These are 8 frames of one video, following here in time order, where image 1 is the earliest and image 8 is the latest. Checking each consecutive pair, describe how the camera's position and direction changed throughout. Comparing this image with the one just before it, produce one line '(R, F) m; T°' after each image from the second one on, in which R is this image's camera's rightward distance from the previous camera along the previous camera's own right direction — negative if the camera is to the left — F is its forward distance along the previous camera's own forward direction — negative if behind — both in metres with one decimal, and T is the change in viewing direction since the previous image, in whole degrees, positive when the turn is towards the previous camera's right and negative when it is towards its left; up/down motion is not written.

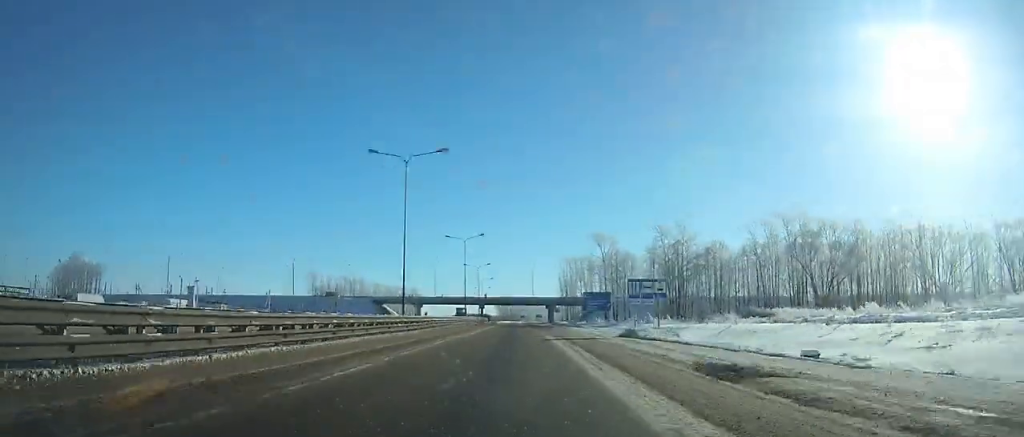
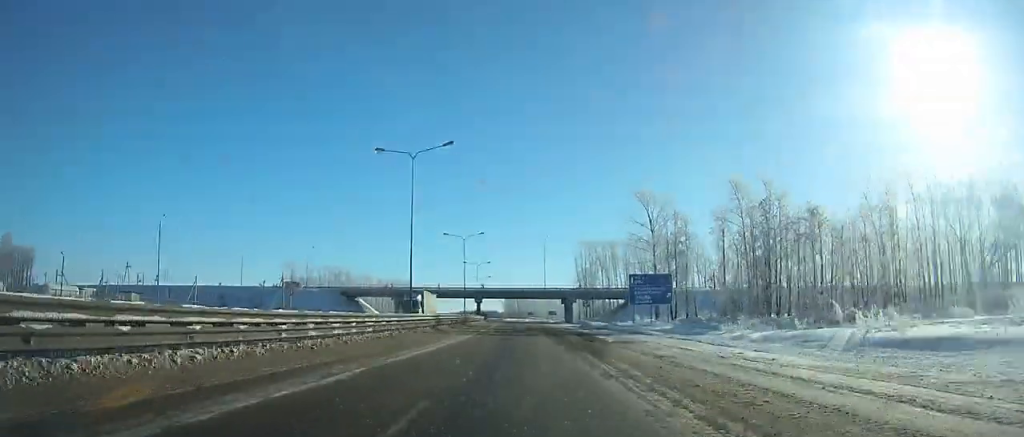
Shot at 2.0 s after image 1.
(-0.3, +37.8) m; 0°
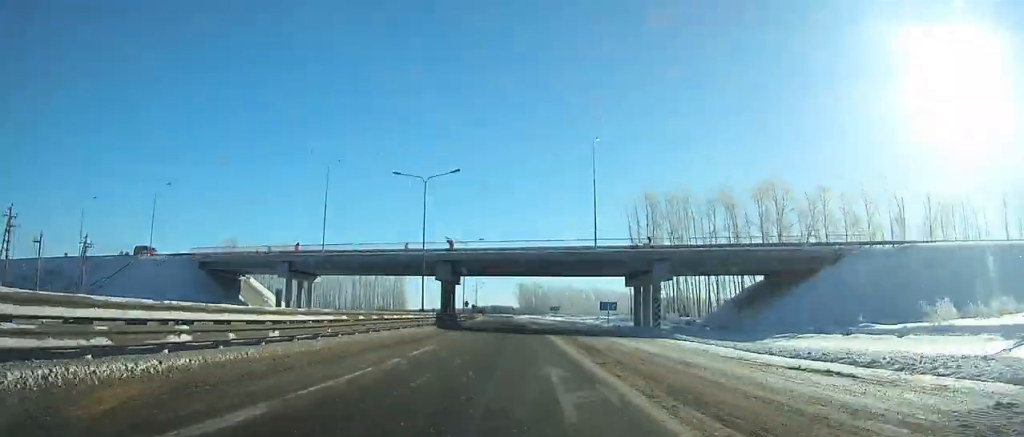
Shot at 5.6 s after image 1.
(+0.7, +66.0) m; -2°
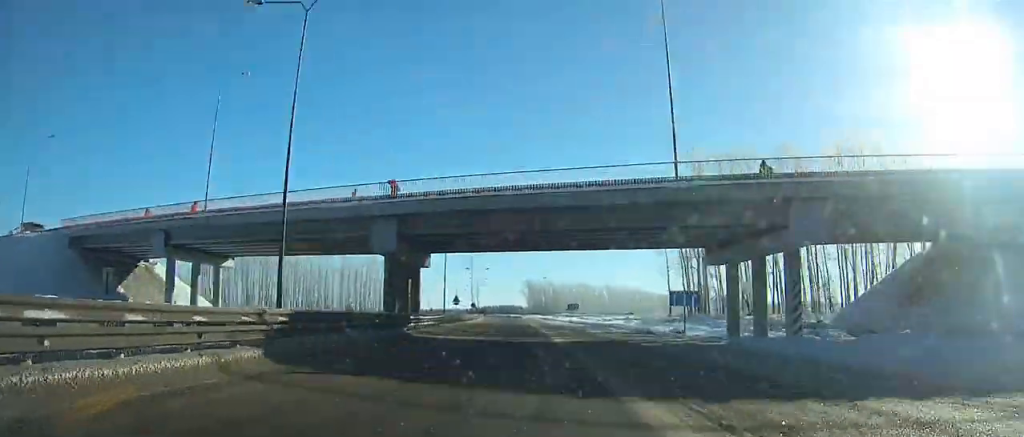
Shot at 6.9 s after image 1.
(+1.2, +24.3) m; -2°
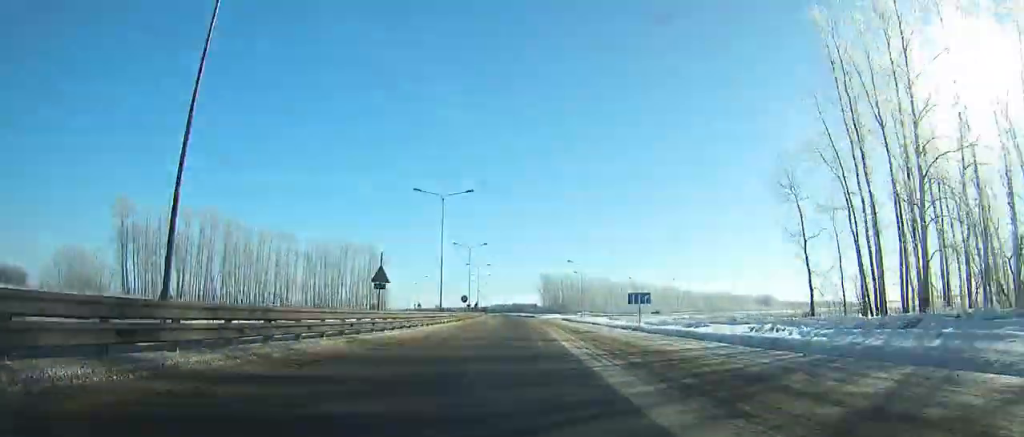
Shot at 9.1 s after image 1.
(-3.6, +47.7) m; -3°
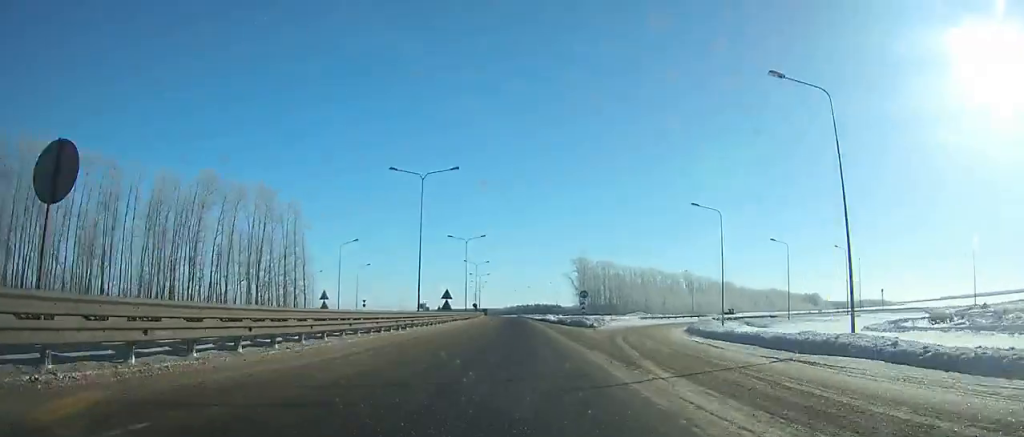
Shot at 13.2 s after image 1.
(-1.1, +92.3) m; -1°
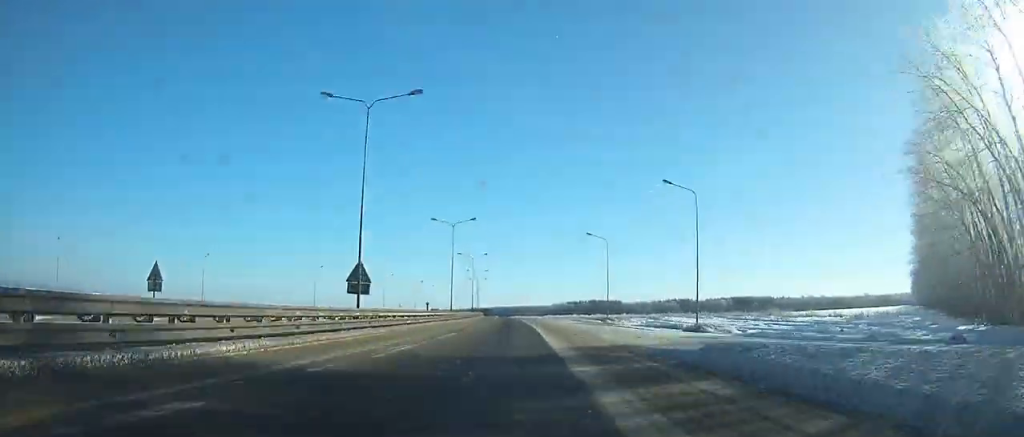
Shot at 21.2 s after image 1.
(-6.7, +178.5) m; -5°
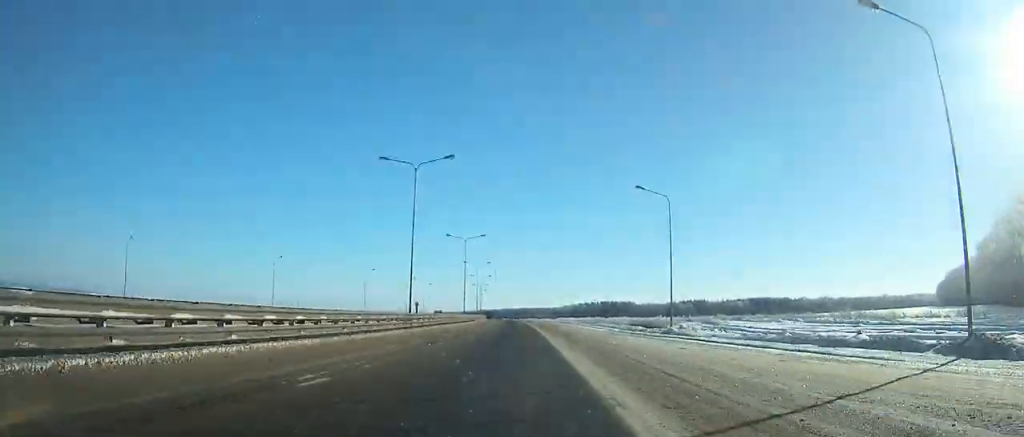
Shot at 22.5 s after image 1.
(-0.2, +28.5) m; -1°
